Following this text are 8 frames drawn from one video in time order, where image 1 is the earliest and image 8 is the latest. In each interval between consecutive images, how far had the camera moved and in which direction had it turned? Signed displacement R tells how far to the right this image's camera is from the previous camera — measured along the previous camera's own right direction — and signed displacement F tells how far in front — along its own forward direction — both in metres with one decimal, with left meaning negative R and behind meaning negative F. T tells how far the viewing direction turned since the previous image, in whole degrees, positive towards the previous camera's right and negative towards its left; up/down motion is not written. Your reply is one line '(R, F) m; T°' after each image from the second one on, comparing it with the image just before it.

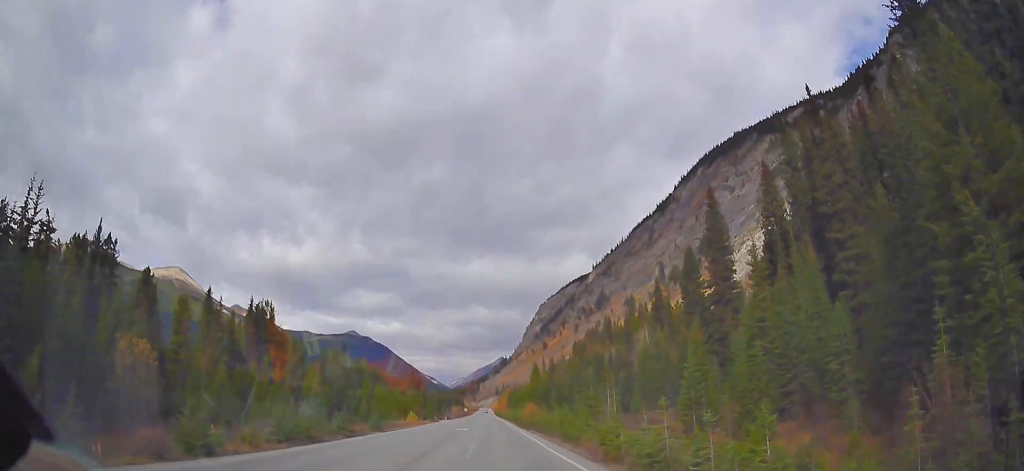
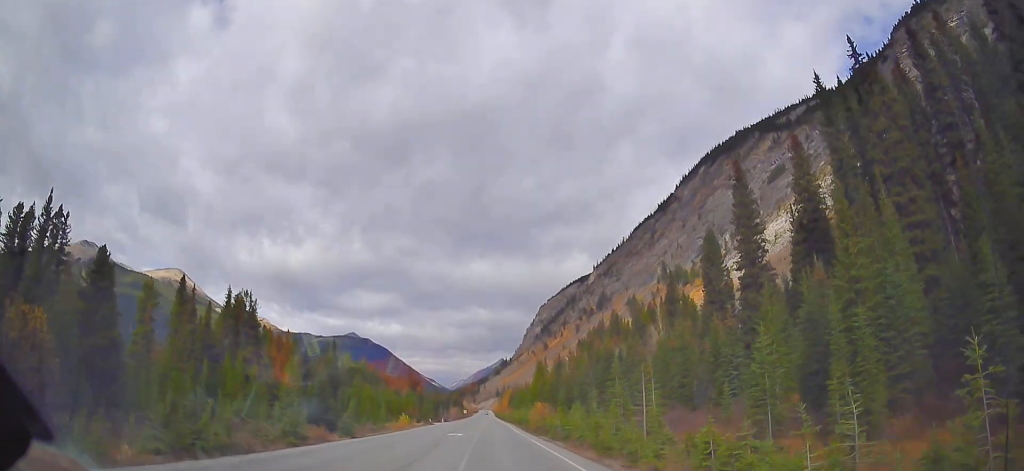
(+0.2, +10.2) m; 0°
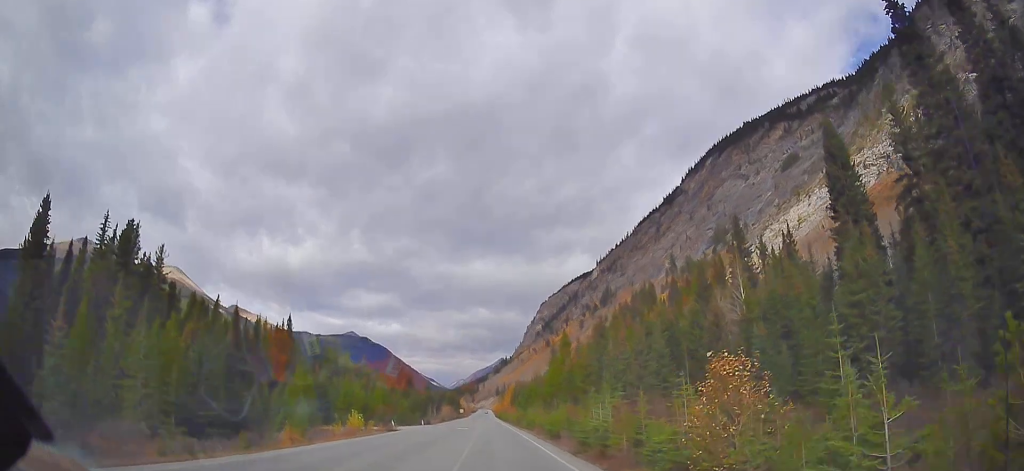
(+0.1, +37.5) m; -1°
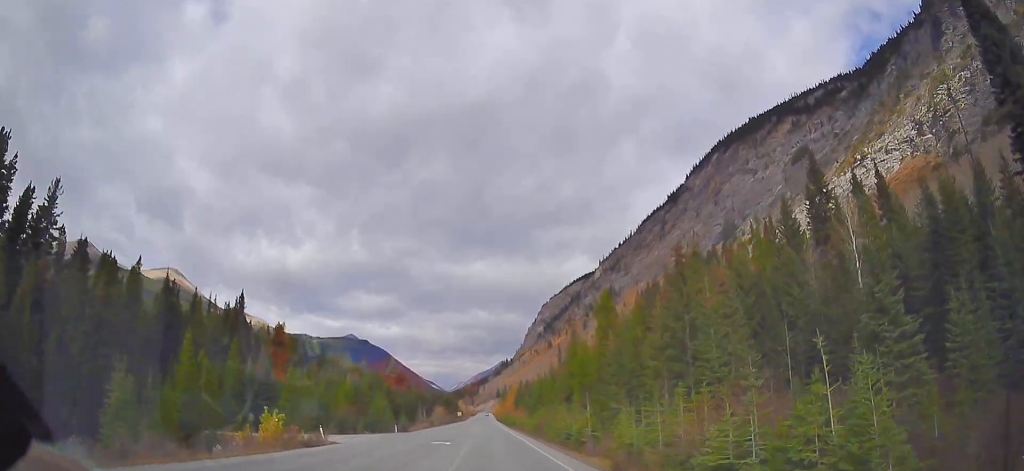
(-0.2, +26.6) m; 0°
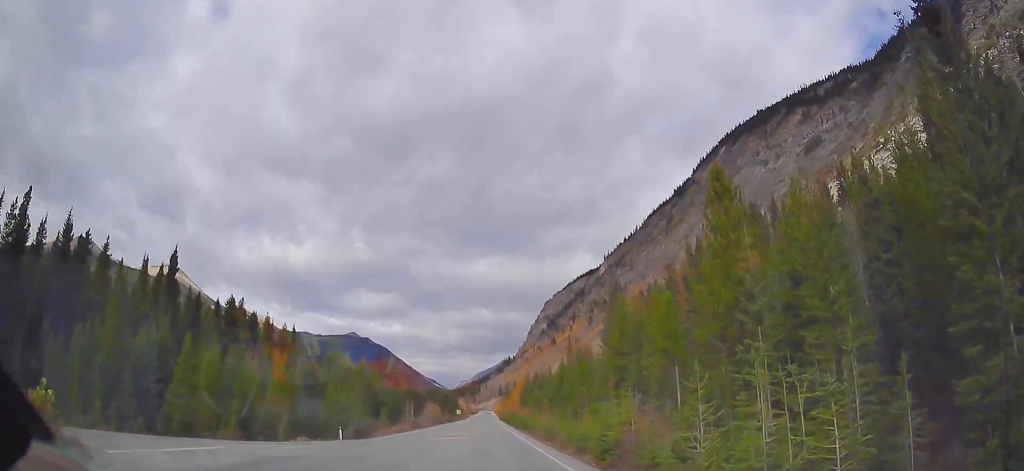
(+0.2, +25.1) m; 0°
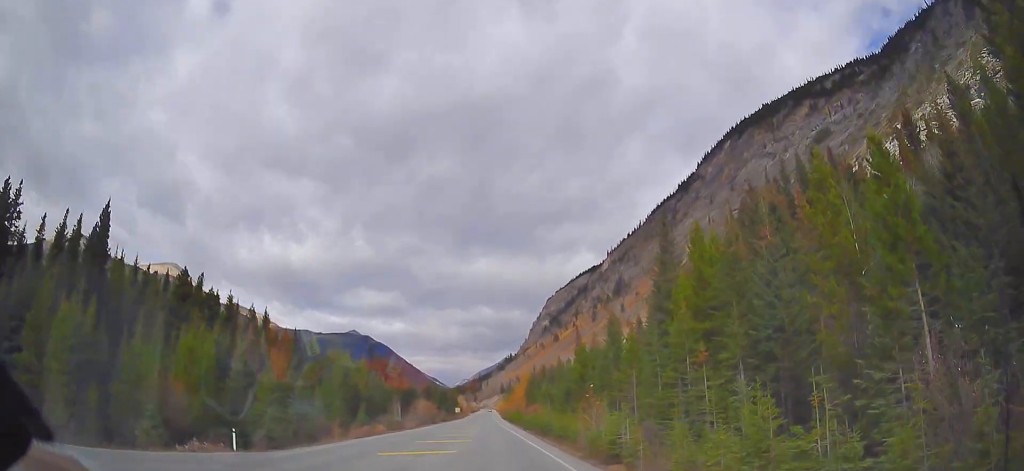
(+0.1, +18.1) m; 0°
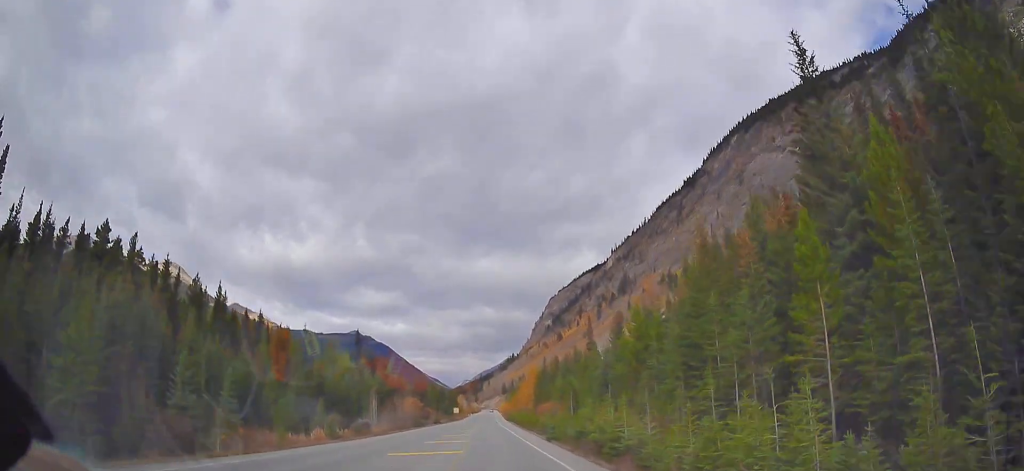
(-0.1, +21.5) m; 0°
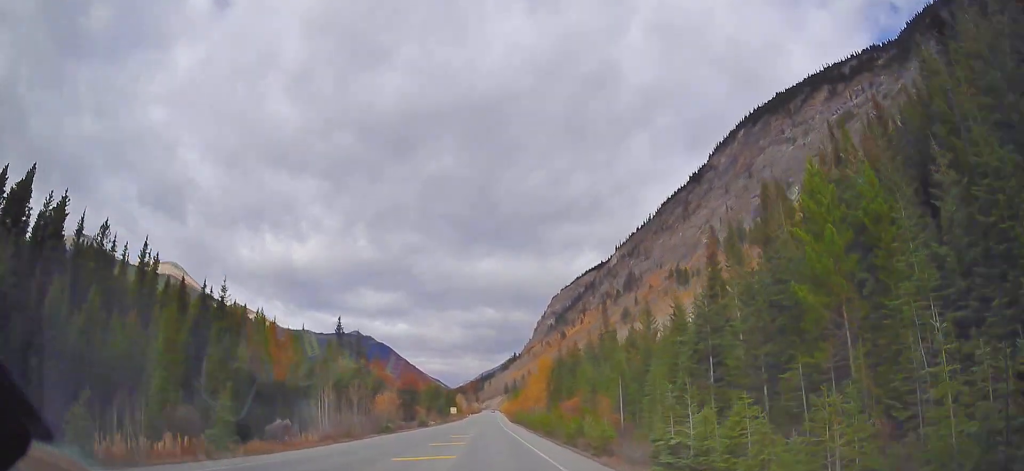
(-0.1, +23.2) m; 0°
